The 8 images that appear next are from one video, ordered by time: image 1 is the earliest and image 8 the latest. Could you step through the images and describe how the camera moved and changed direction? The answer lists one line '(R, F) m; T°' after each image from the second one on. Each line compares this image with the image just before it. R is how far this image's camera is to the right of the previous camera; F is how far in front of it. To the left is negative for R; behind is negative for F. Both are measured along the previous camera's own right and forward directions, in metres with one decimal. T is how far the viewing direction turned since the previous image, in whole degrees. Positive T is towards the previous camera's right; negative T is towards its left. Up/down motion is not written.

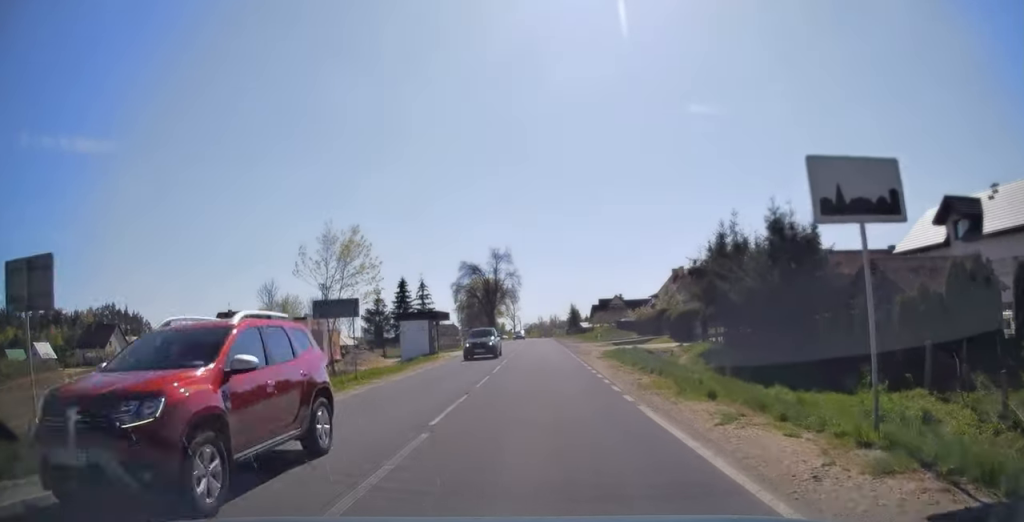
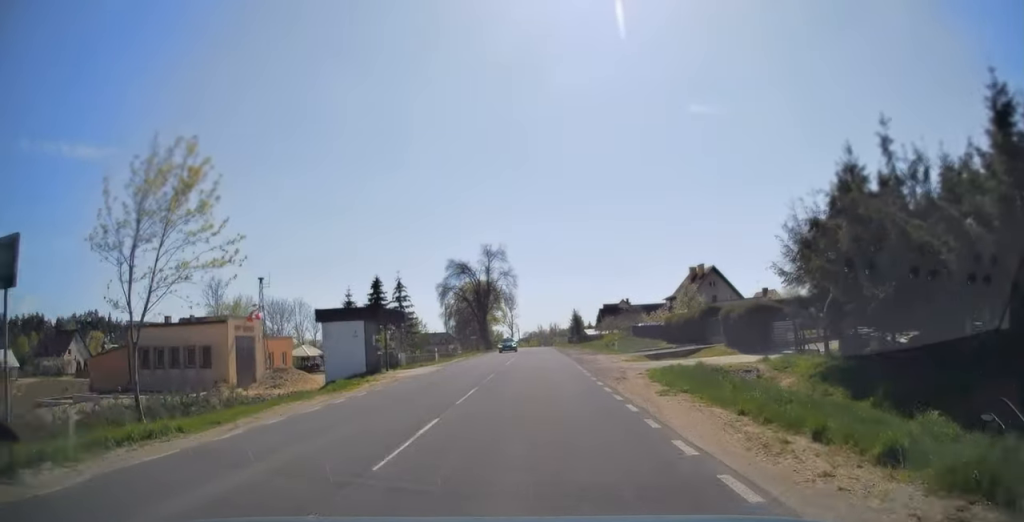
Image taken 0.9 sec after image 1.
(+0.2, +14.9) m; 0°
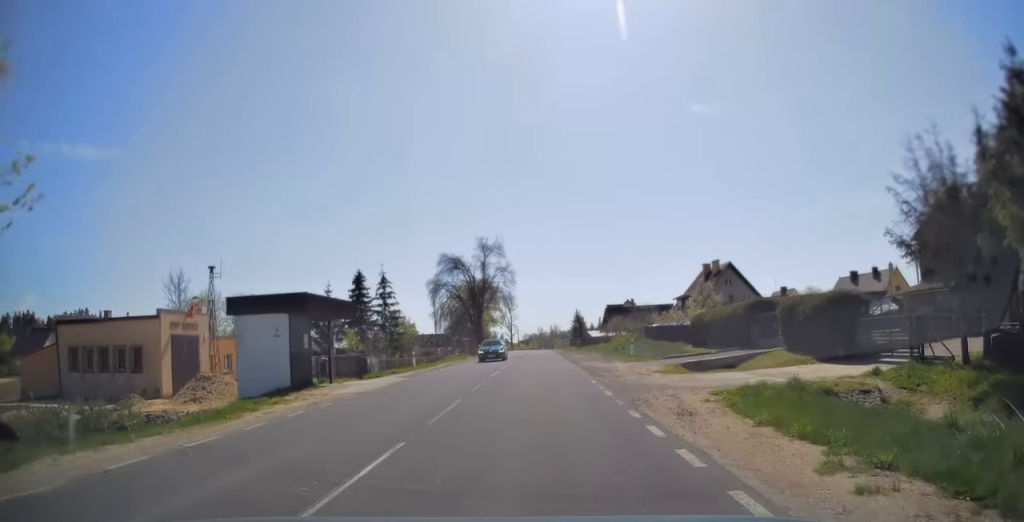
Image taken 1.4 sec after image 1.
(-0.2, +8.2) m; 0°
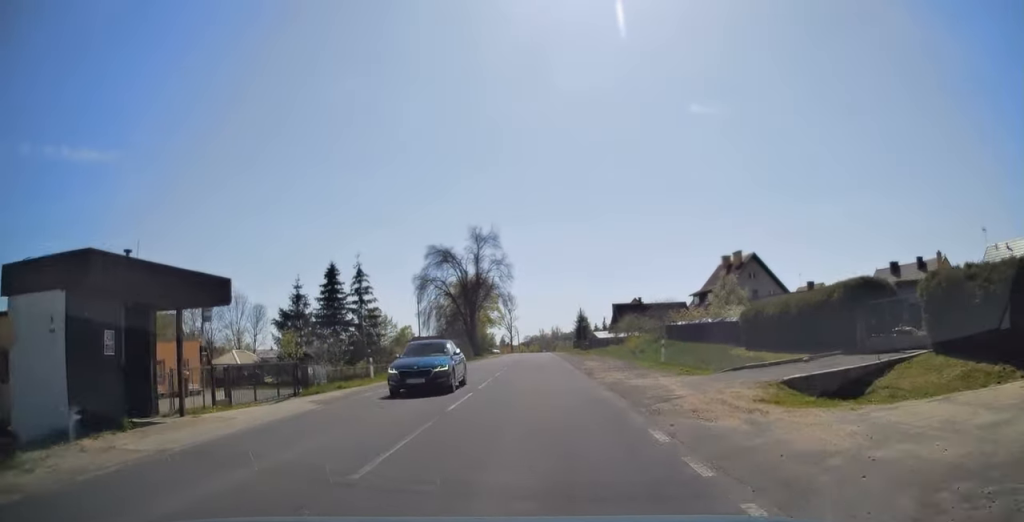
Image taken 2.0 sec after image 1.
(0.0, +10.1) m; 0°
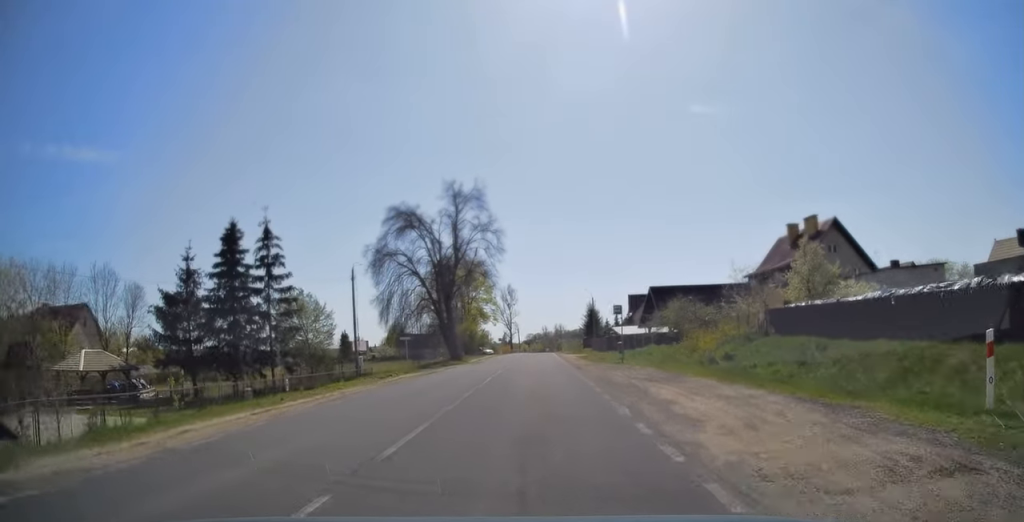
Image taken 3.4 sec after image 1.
(-0.1, +22.4) m; 0°
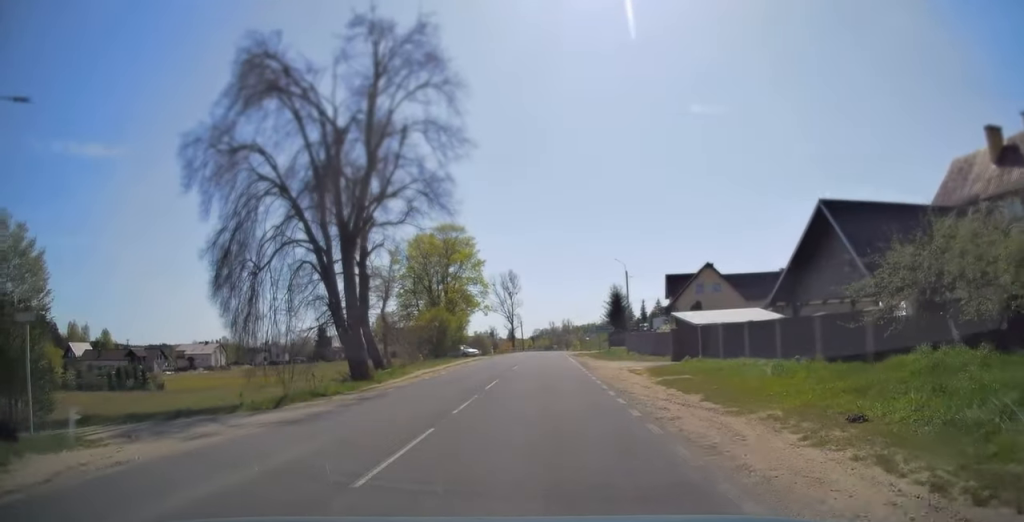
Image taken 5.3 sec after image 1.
(+0.1, +31.1) m; -1°
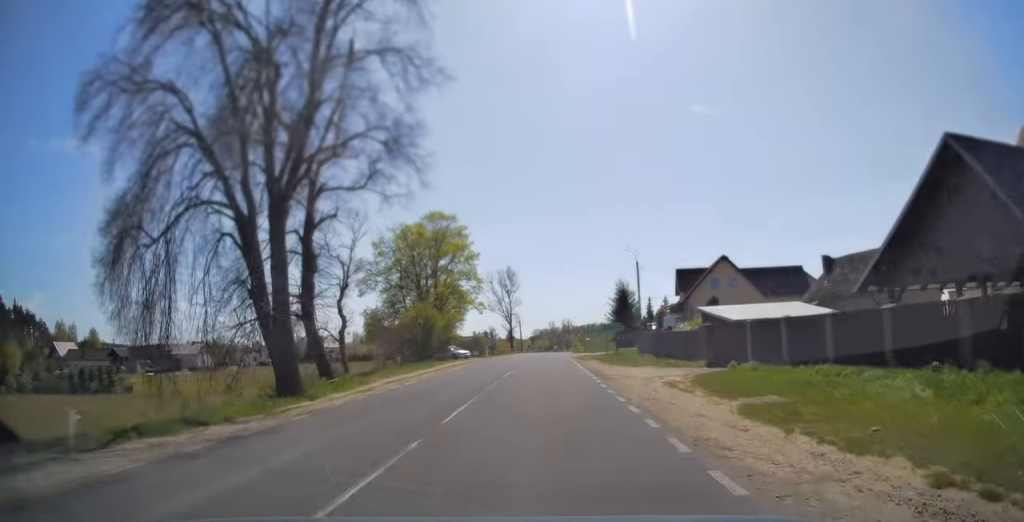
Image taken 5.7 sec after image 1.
(-0.1, +7.5) m; 0°
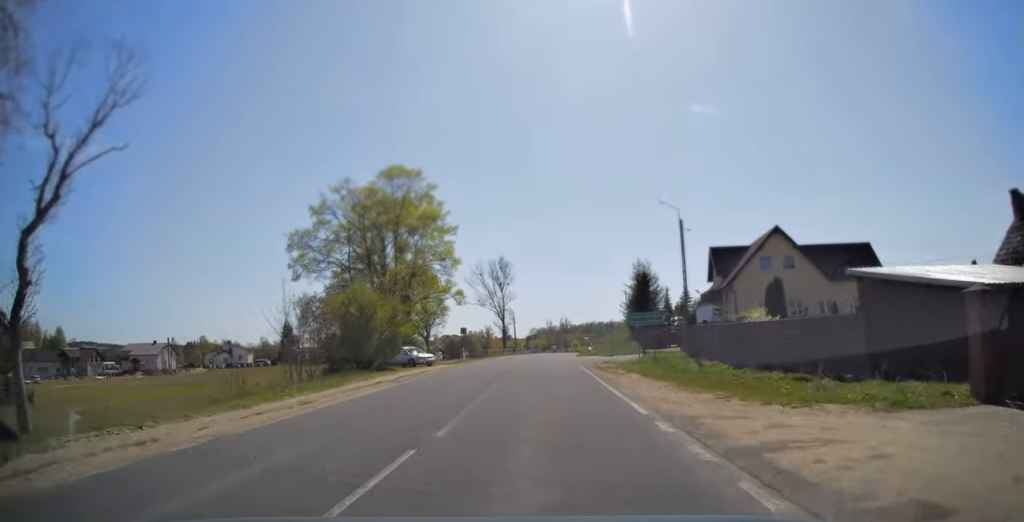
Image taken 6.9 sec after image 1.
(0.0, +18.7) m; 0°
